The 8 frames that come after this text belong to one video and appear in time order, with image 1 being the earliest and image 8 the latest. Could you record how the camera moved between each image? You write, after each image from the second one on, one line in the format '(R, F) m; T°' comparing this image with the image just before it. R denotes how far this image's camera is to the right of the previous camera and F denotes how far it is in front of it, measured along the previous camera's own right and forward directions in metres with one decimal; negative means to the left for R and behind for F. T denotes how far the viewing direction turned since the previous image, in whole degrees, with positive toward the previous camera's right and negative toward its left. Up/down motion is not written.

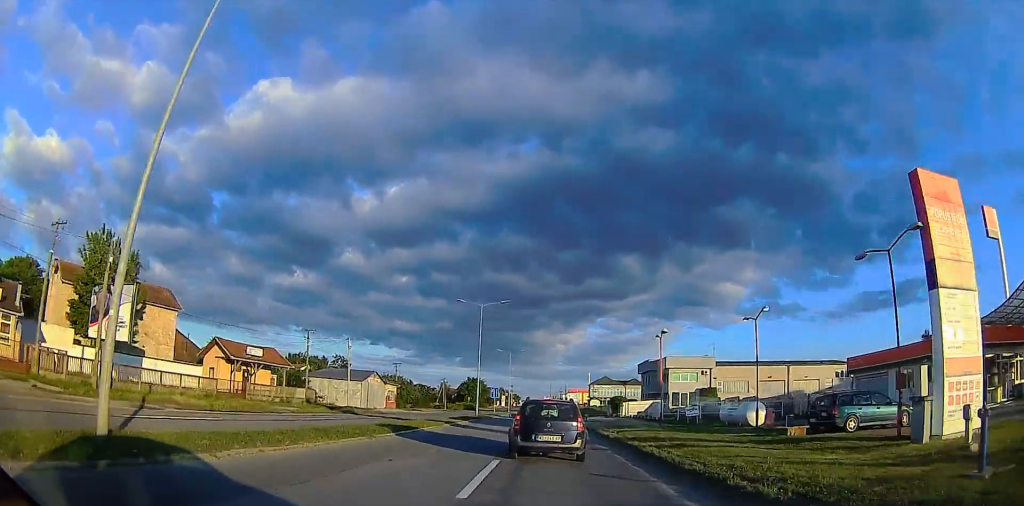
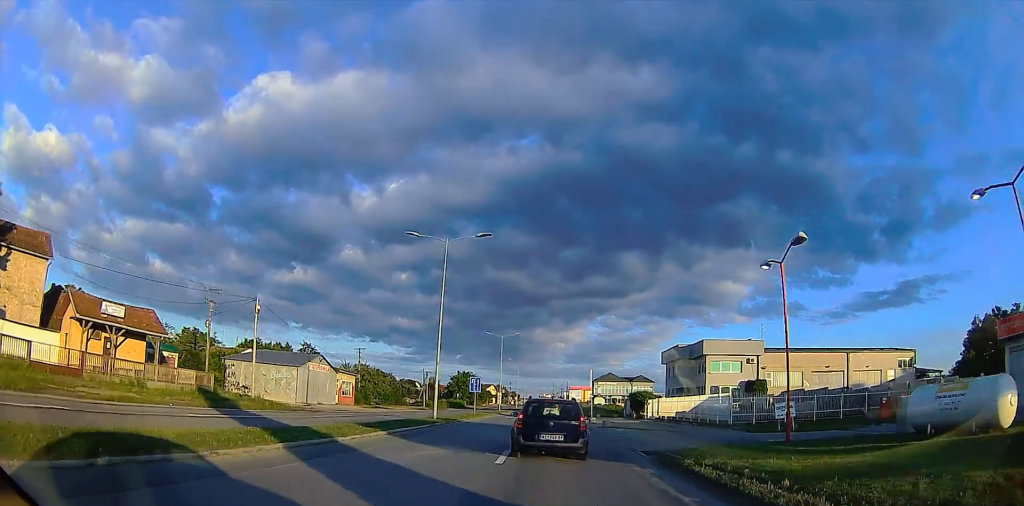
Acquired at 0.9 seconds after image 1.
(+0.2, +17.4) m; +1°
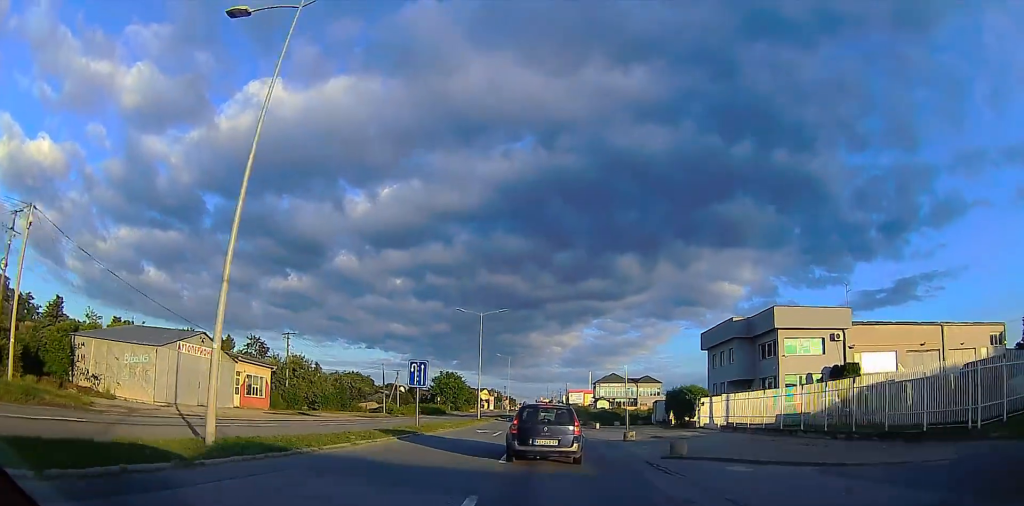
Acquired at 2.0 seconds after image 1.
(+0.2, +19.2) m; 0°
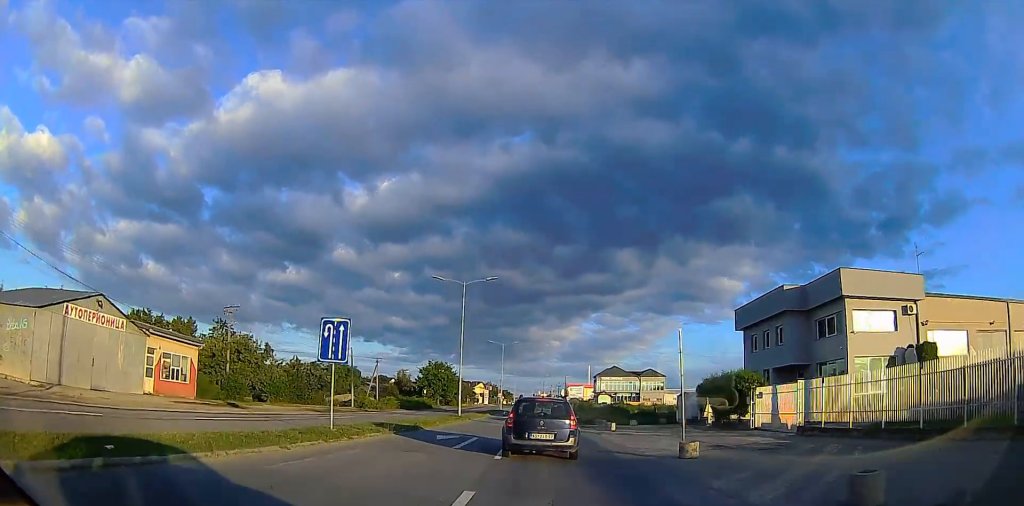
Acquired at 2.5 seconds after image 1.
(-0.1, +9.9) m; -1°
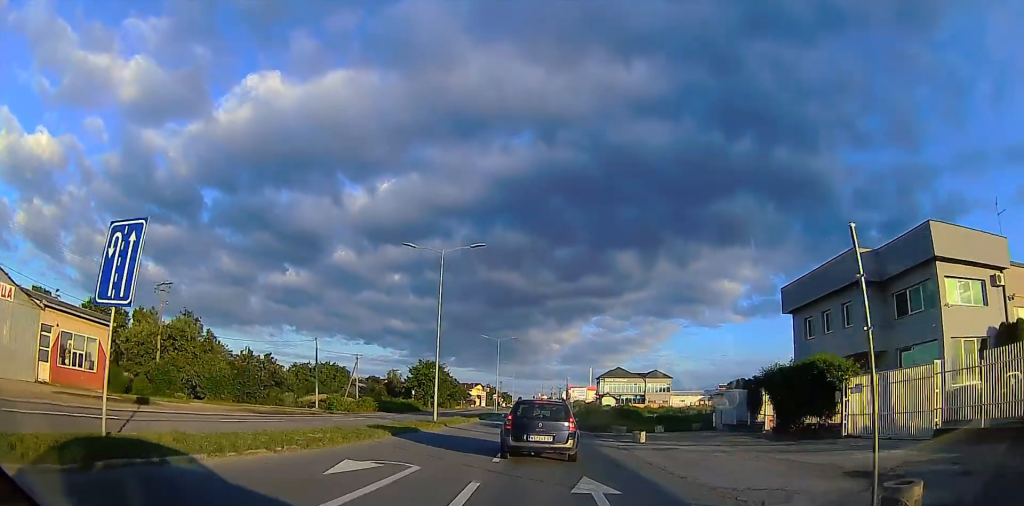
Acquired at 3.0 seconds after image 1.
(+0.1, +8.6) m; -1°
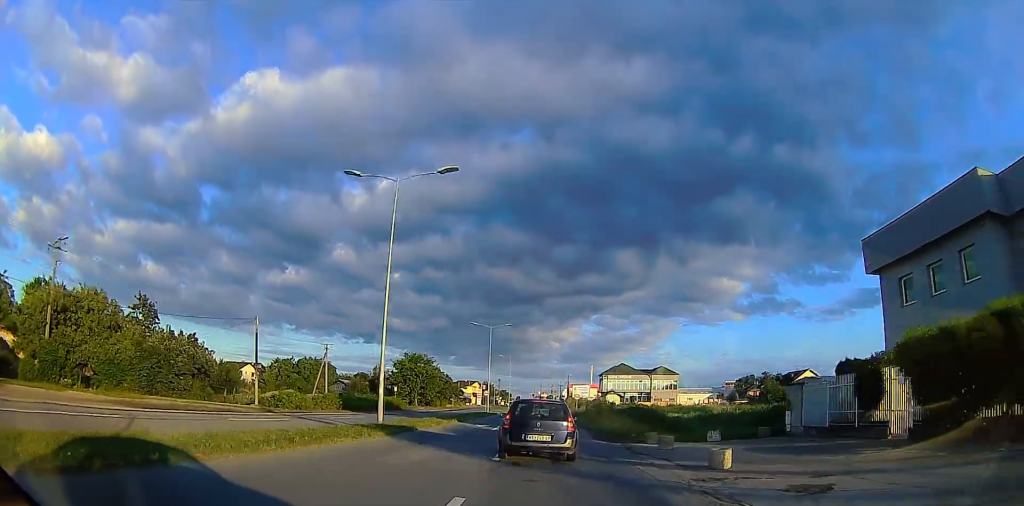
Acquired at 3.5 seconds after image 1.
(0.0, +9.8) m; -1°
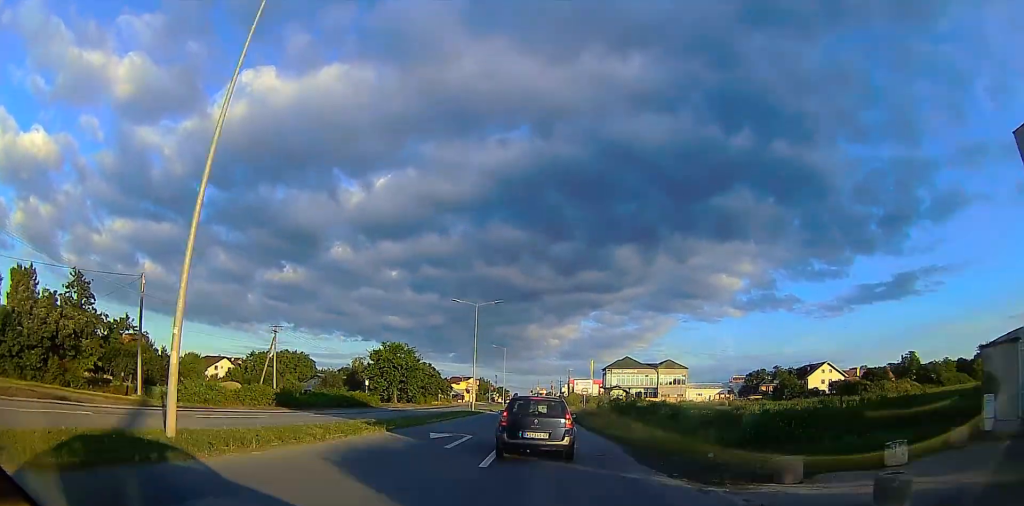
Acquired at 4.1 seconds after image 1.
(-0.5, +11.6) m; 0°
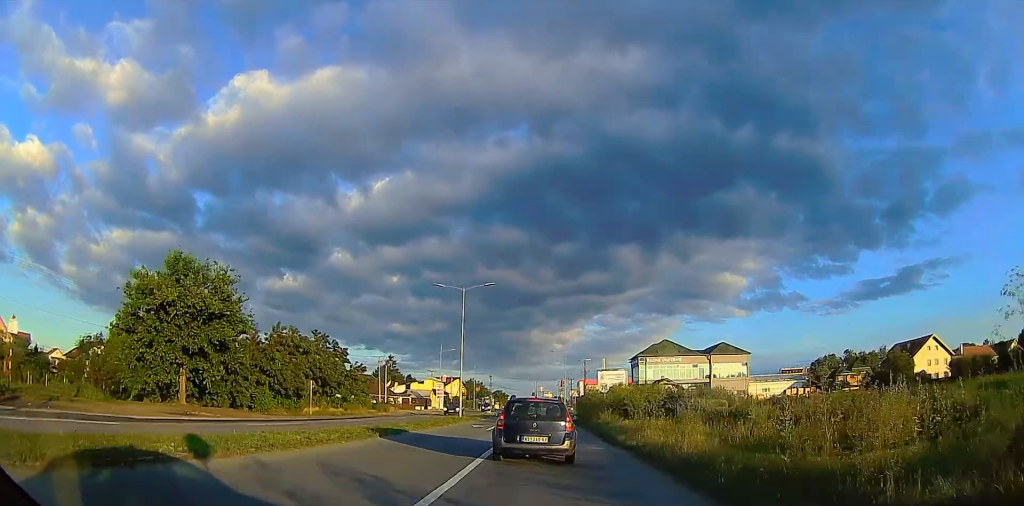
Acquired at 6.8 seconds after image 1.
(+2.3, +47.7) m; +5°
